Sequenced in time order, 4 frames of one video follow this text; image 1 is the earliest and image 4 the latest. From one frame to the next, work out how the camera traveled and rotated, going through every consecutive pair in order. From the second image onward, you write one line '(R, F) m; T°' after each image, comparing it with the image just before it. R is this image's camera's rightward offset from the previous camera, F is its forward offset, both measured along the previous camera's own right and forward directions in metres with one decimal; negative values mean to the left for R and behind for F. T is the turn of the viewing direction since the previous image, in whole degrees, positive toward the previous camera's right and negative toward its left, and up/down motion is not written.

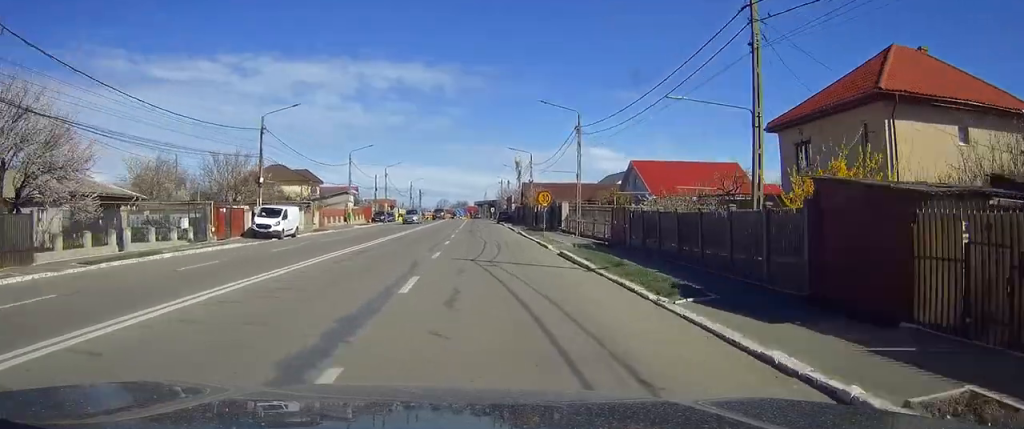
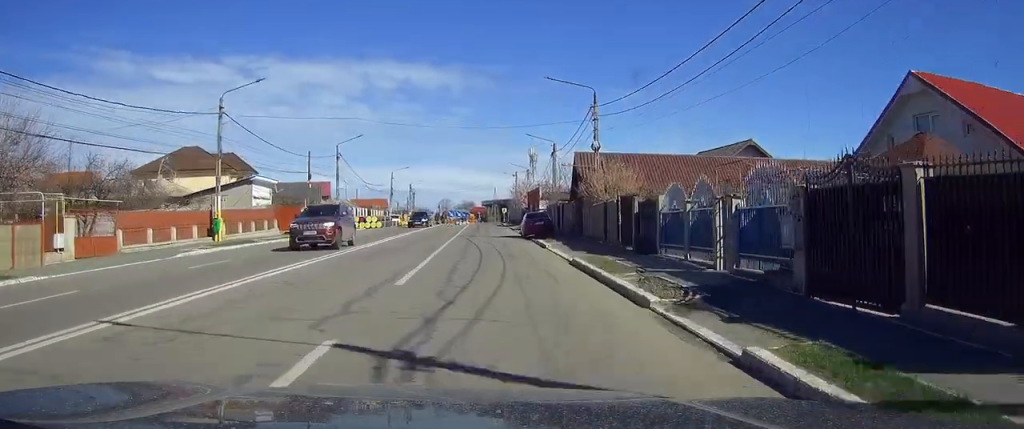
(-0.4, +43.2) m; -1°
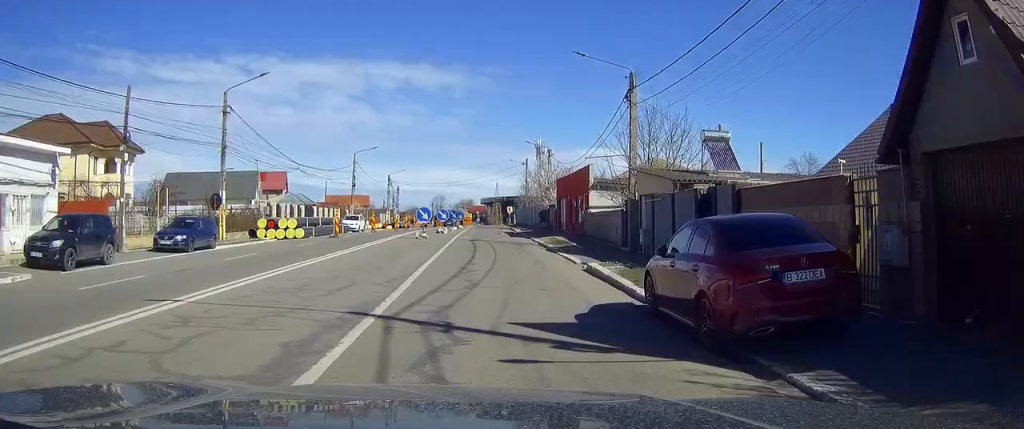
(-0.4, +33.0) m; -1°
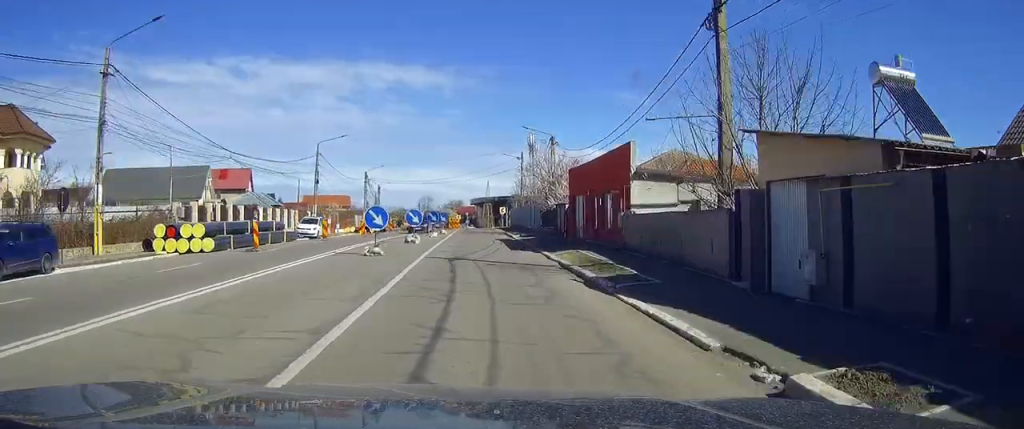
(+0.1, +12.7) m; +1°
